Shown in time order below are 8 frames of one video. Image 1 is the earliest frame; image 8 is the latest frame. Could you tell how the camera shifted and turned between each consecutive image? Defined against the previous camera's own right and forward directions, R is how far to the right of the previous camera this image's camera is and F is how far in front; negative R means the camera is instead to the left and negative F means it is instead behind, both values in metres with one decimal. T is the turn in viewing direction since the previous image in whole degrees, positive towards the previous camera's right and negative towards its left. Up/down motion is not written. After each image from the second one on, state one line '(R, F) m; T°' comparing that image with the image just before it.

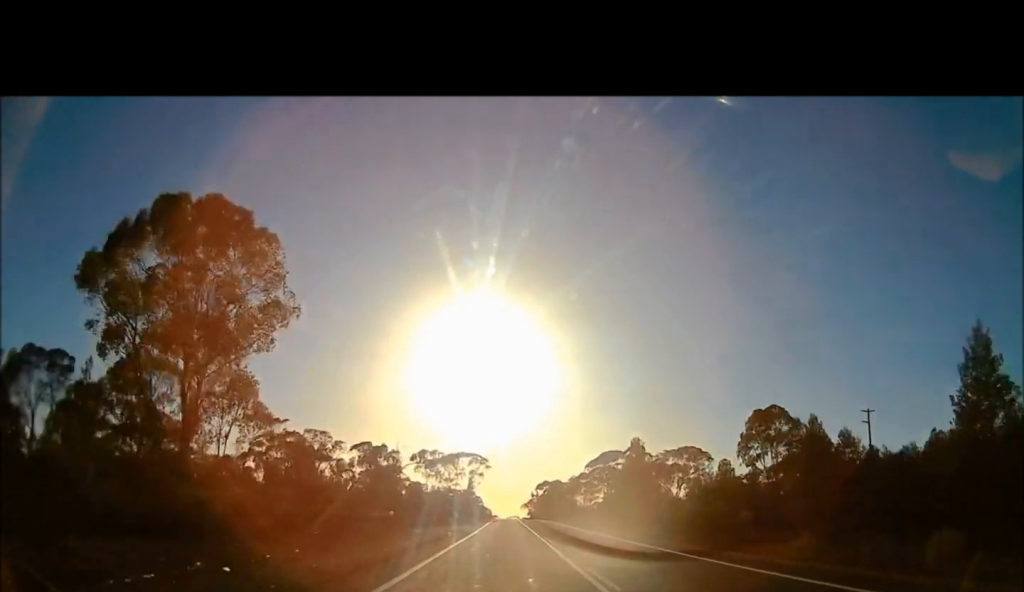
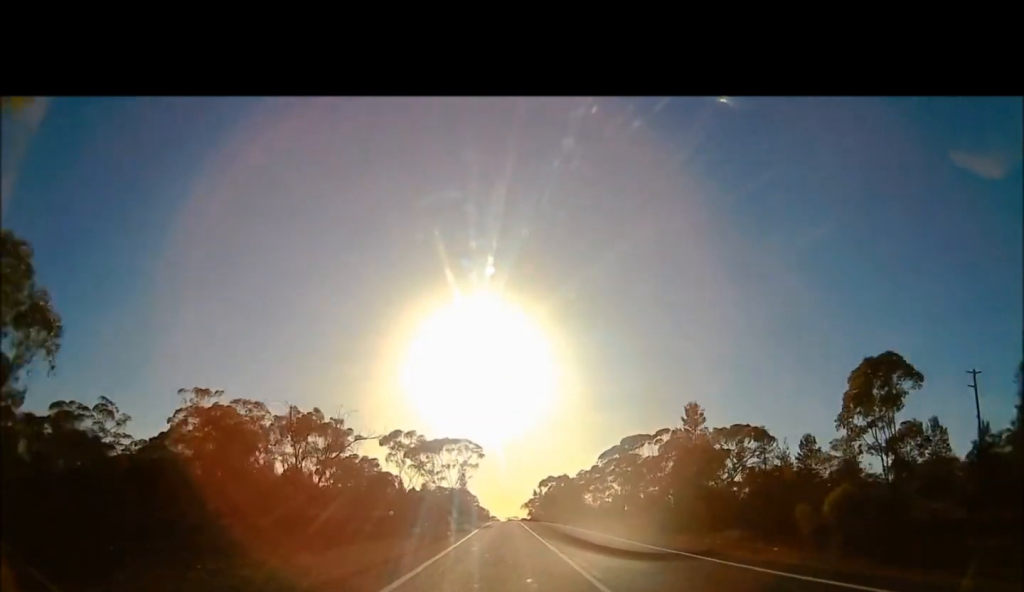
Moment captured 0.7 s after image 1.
(0.0, +23.1) m; 0°
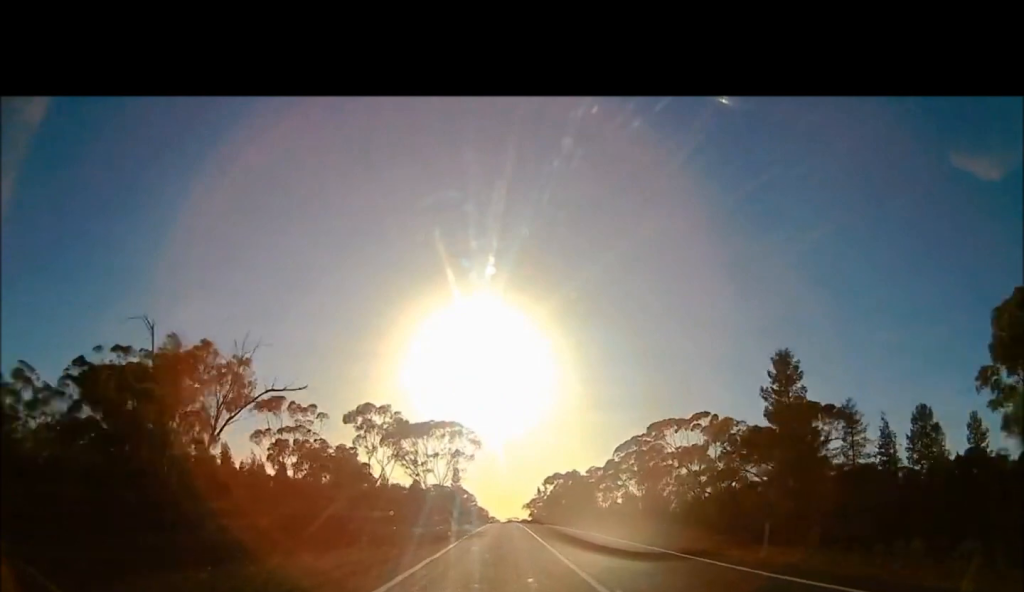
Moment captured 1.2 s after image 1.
(0.0, +16.5) m; 0°
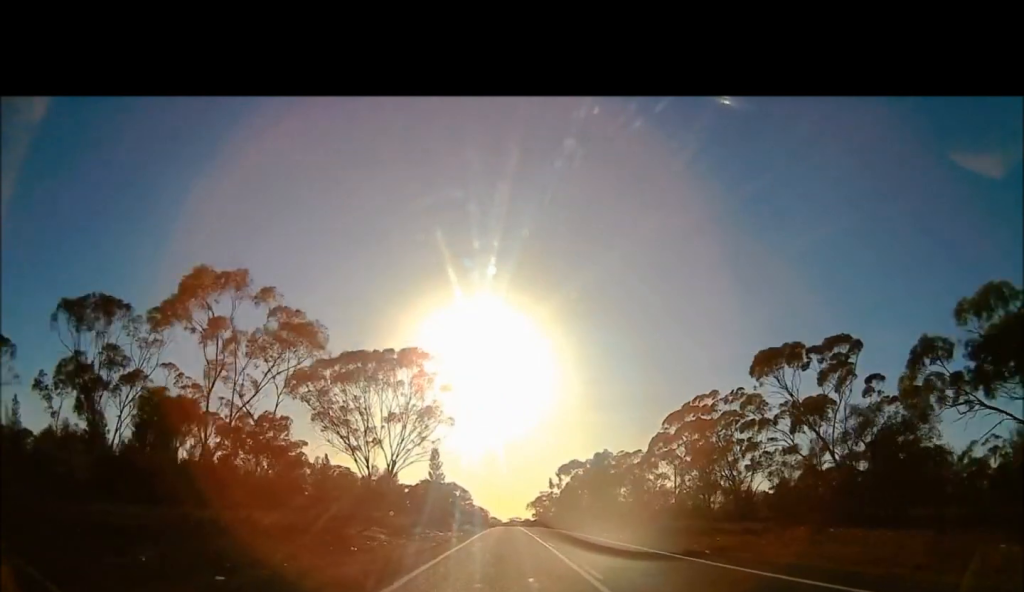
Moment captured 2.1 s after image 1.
(0.0, +30.8) m; 0°
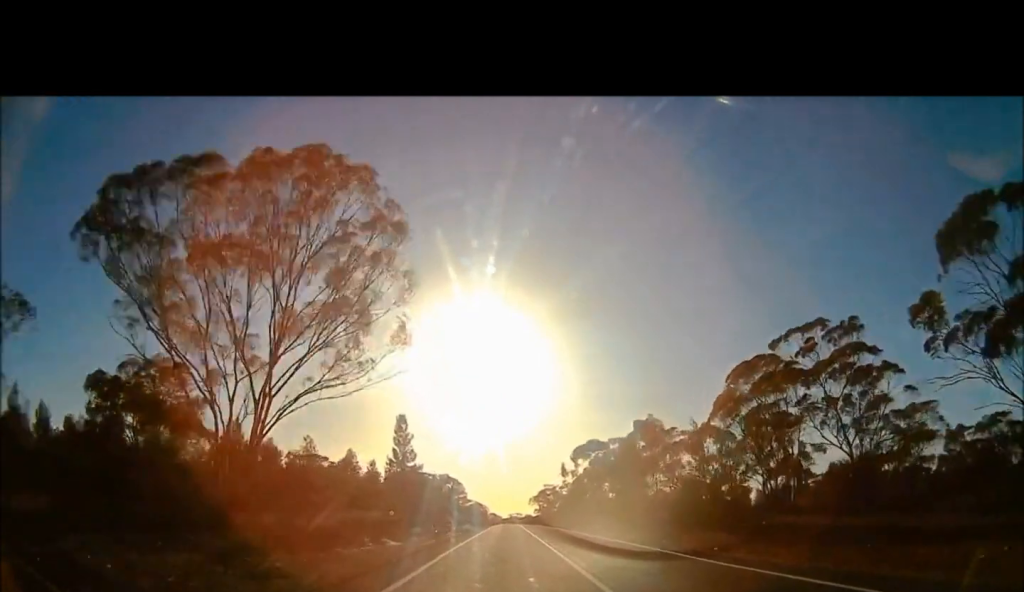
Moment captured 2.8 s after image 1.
(-0.1, +22.1) m; 0°
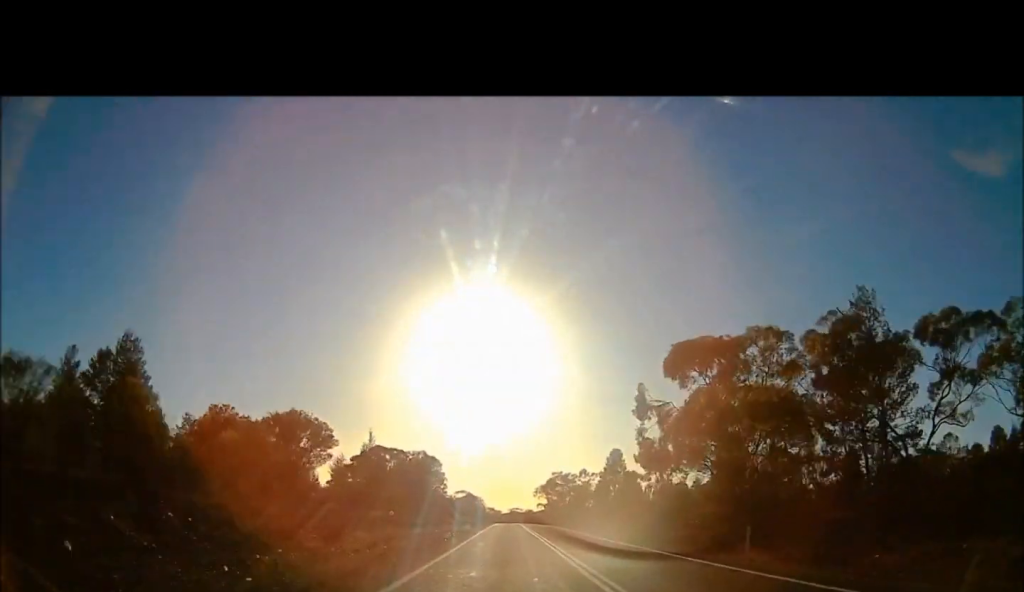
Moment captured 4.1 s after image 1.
(0.0, +44.2) m; 0°
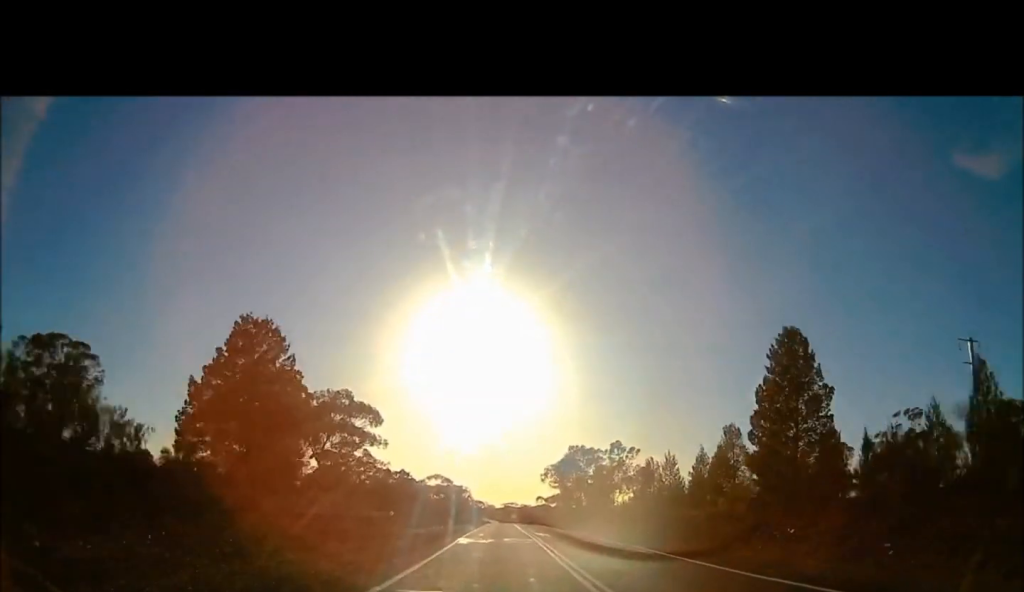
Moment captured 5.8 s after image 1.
(0.0, +54.5) m; 0°
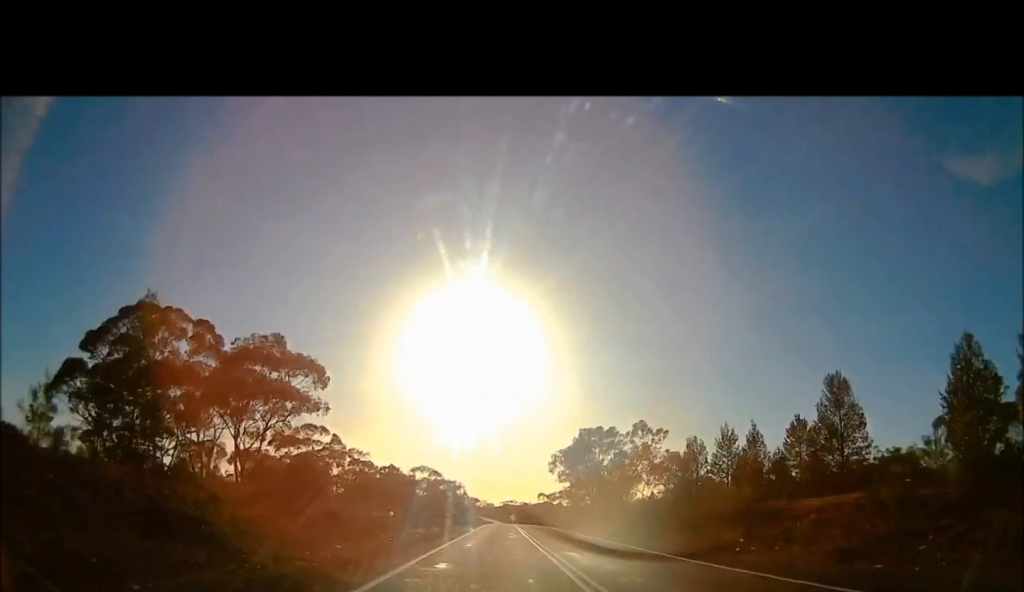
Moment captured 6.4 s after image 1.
(0.0, +20.2) m; 0°
